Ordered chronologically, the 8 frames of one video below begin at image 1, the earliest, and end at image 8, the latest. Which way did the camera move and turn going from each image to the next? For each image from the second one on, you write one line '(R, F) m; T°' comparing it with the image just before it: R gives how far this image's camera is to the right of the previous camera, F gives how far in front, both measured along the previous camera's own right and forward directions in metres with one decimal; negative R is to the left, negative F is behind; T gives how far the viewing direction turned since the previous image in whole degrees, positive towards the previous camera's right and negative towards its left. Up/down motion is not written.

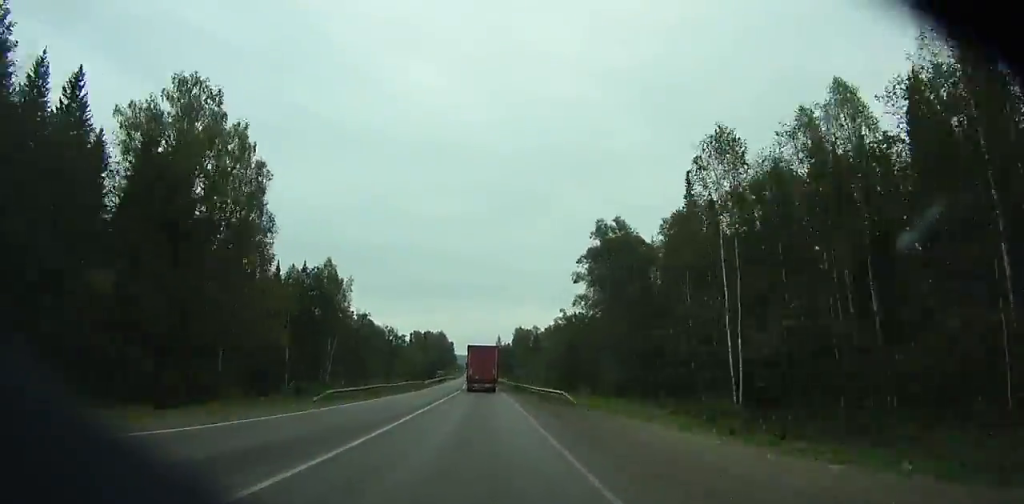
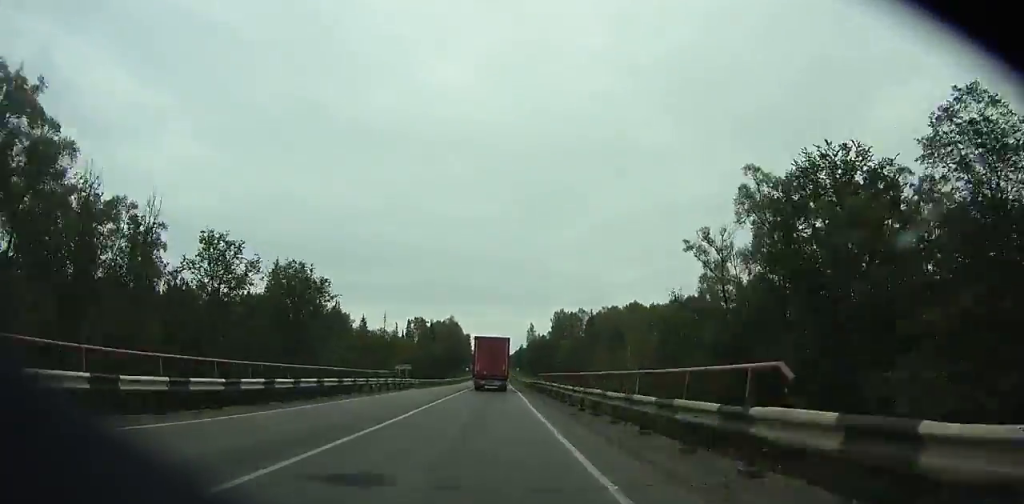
(-3.4, +99.7) m; -4°
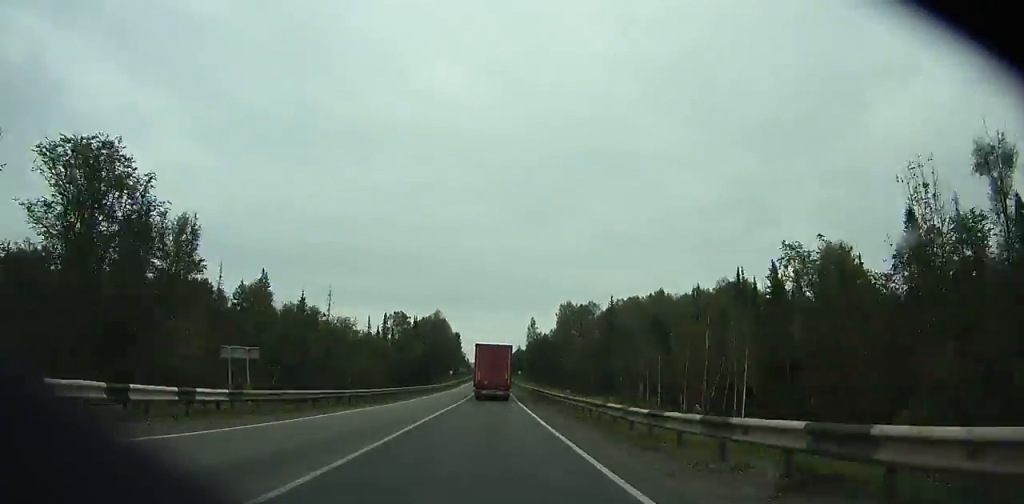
(-1.7, +41.4) m; +1°
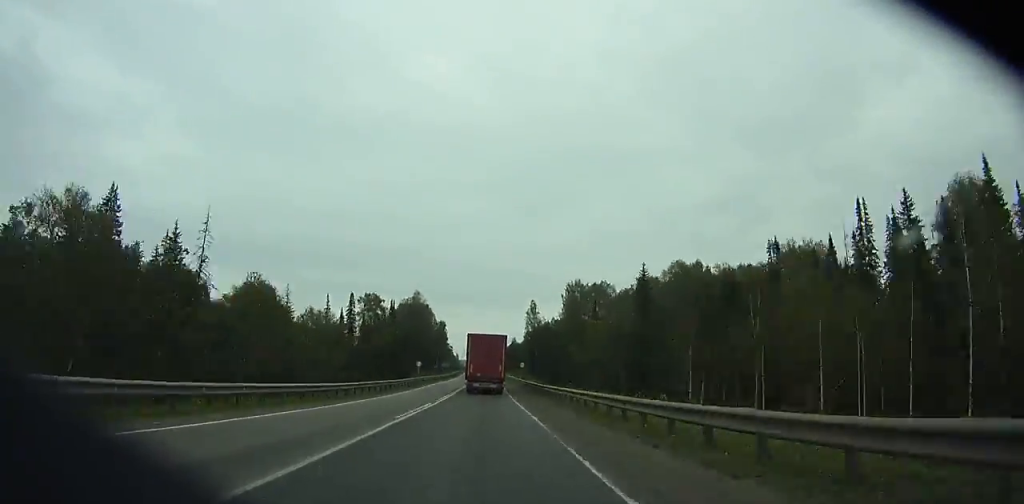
(+1.3, +39.5) m; +1°
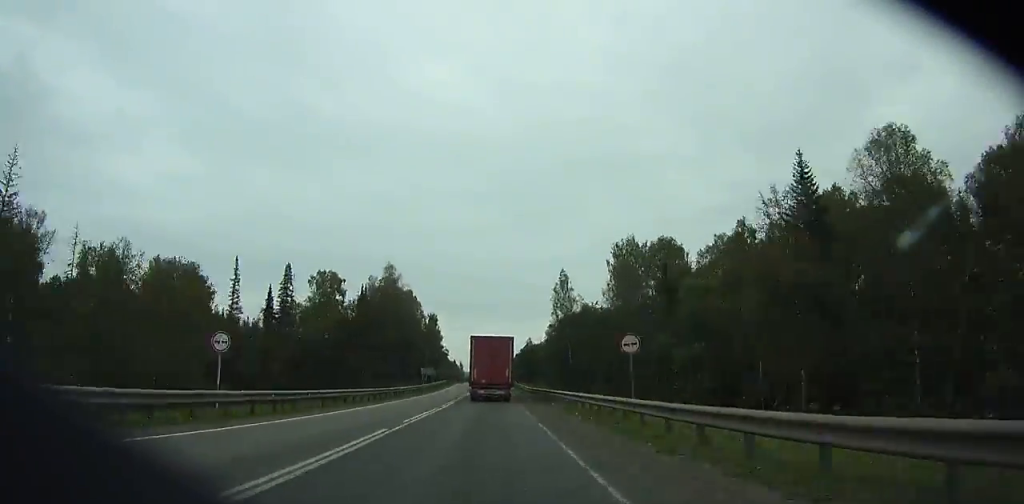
(+1.3, +59.1) m; 0°
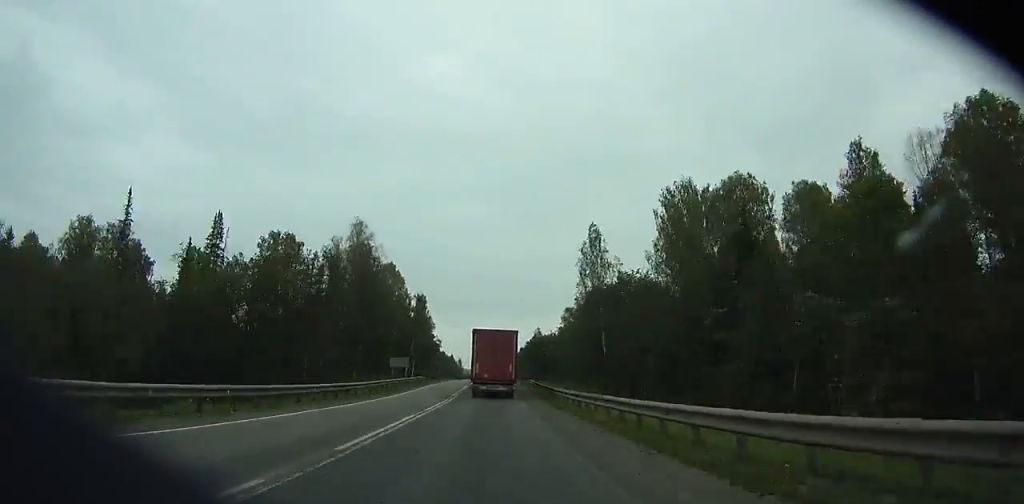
(-0.6, +32.6) m; -1°
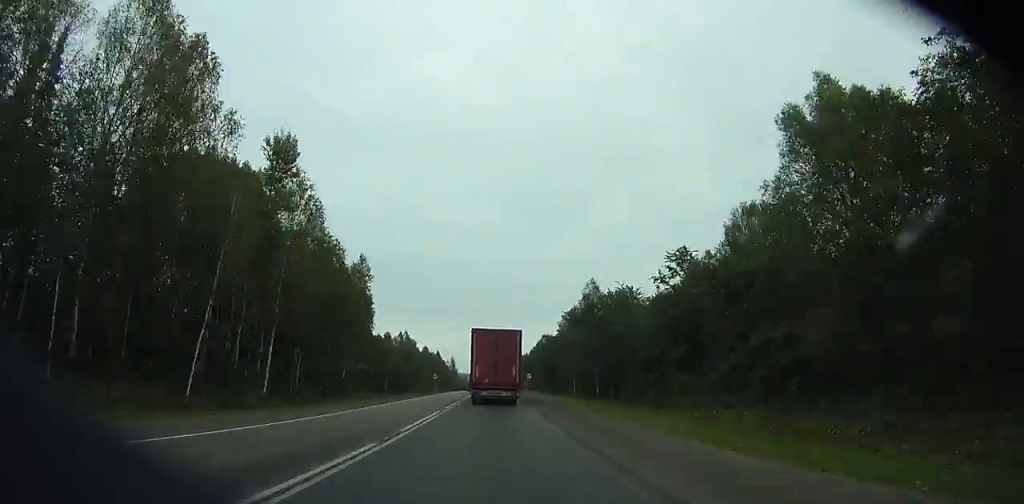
(-0.9, +91.2) m; -1°
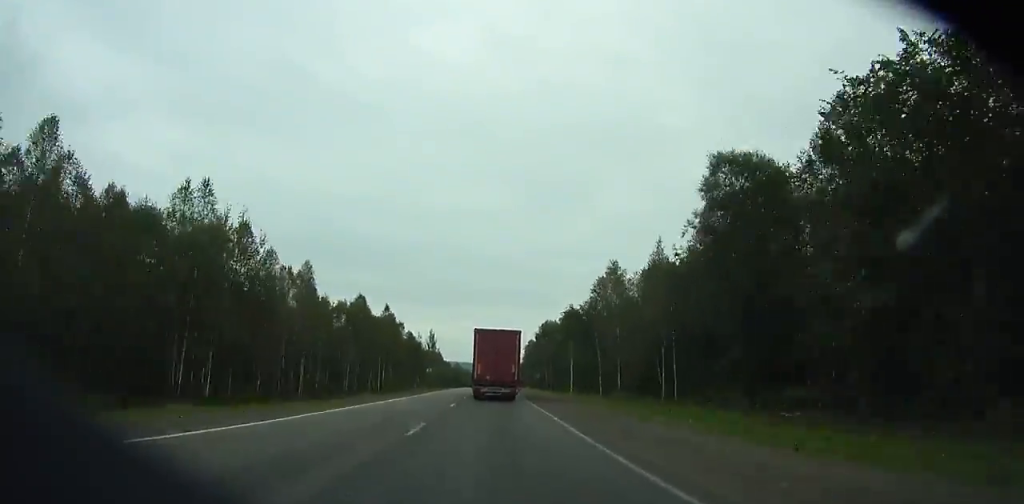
(-0.2, +108.5) m; 0°
